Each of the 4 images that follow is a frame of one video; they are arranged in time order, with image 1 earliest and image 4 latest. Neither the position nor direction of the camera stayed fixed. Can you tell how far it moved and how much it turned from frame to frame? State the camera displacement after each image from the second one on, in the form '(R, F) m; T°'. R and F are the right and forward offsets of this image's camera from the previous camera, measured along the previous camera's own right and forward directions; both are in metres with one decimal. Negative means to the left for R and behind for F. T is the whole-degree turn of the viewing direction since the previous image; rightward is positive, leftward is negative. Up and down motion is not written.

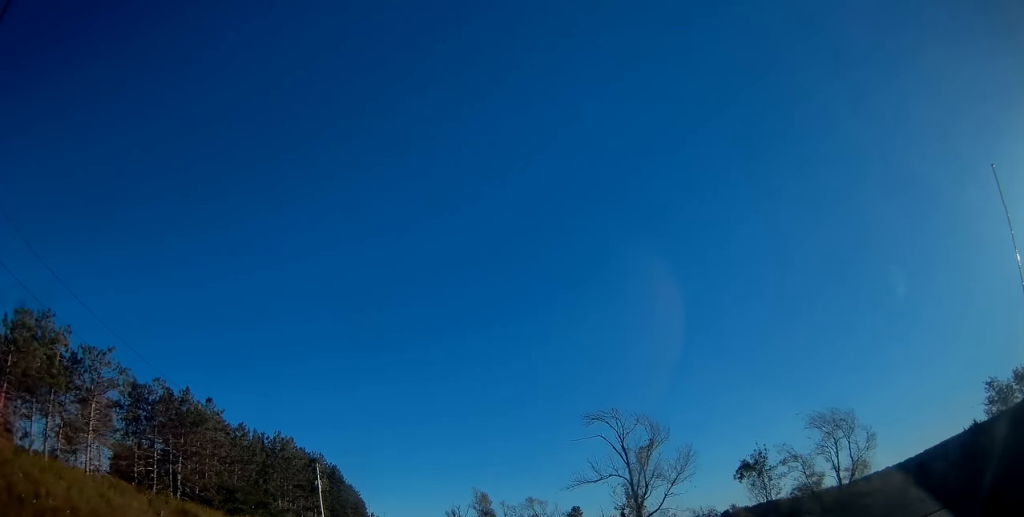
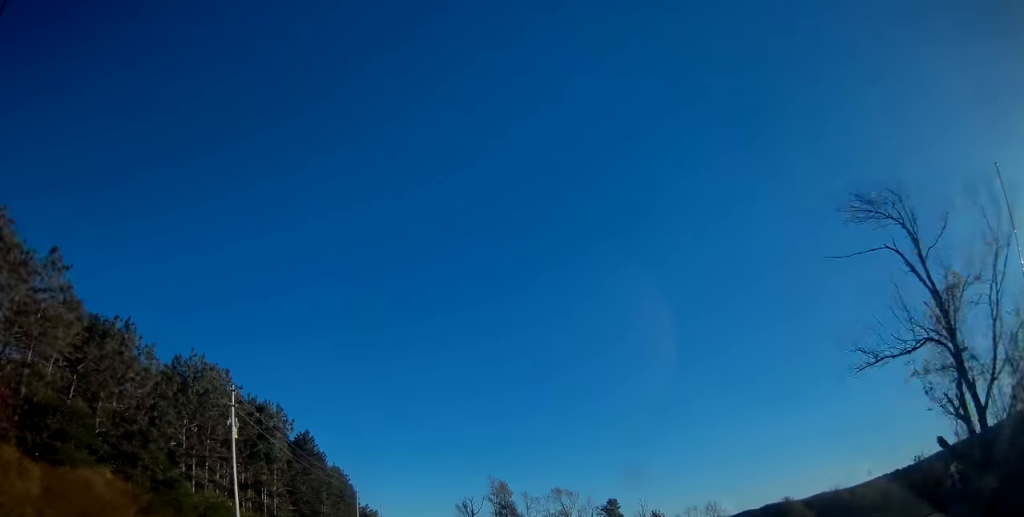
(0.0, +29.1) m; -1°
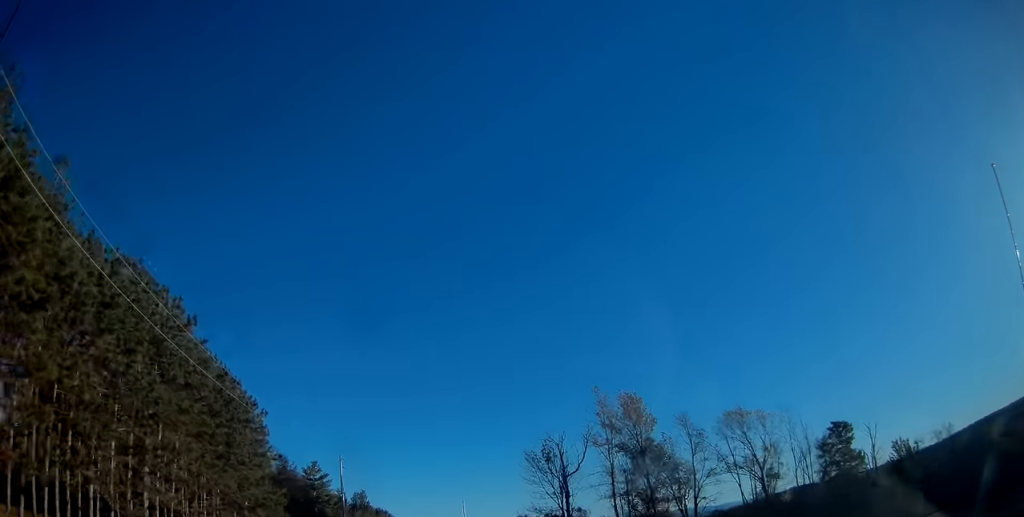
(-0.3, +80.5) m; -1°
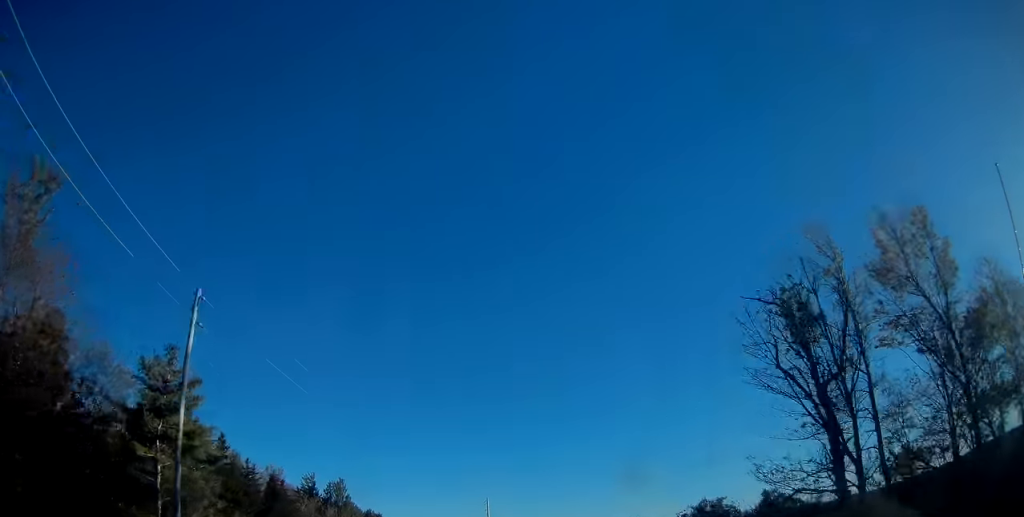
(0.0, +38.5) m; 0°
